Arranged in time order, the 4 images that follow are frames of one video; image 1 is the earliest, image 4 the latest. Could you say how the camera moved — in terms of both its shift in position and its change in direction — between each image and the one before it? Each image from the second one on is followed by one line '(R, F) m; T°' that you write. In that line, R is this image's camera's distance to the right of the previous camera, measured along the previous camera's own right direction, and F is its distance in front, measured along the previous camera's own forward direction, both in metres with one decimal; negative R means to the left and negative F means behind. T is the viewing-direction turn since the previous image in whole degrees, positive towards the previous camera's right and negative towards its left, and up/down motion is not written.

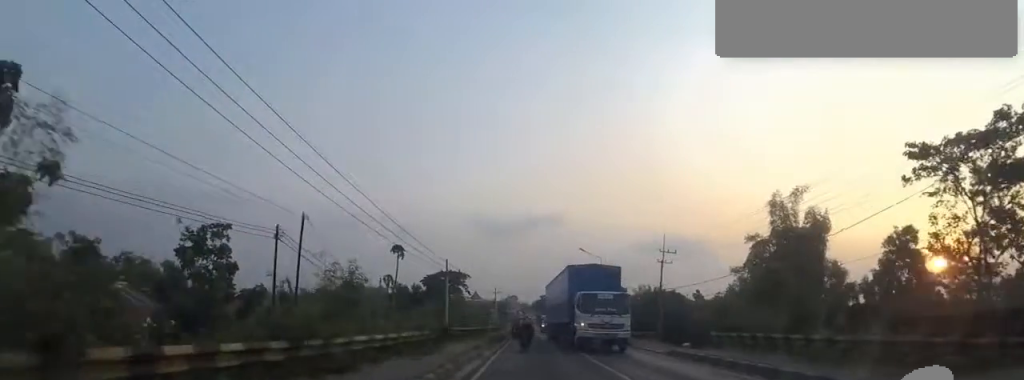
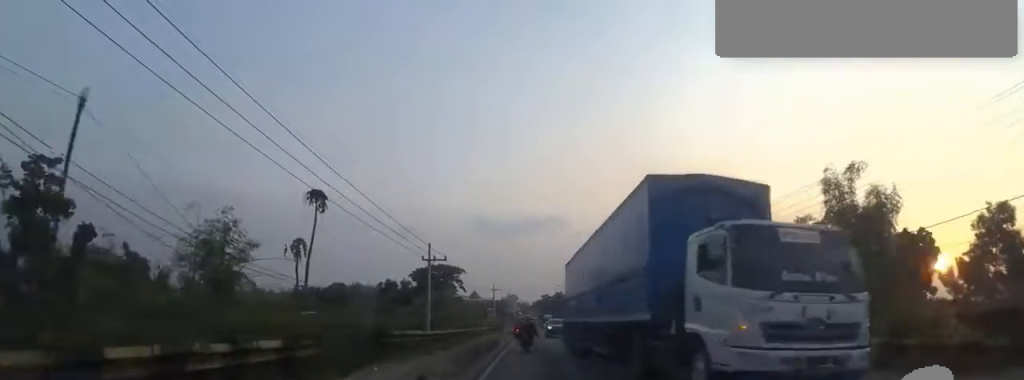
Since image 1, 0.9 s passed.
(+0.4, +9.5) m; +3°
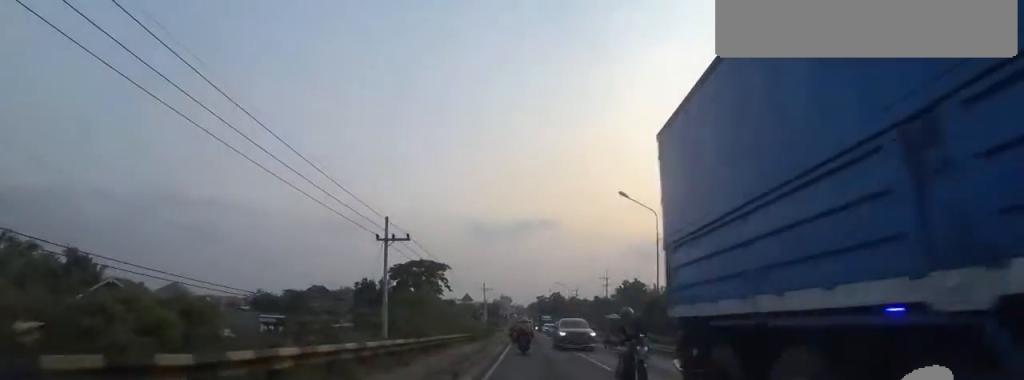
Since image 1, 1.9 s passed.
(+0.2, +10.6) m; +1°
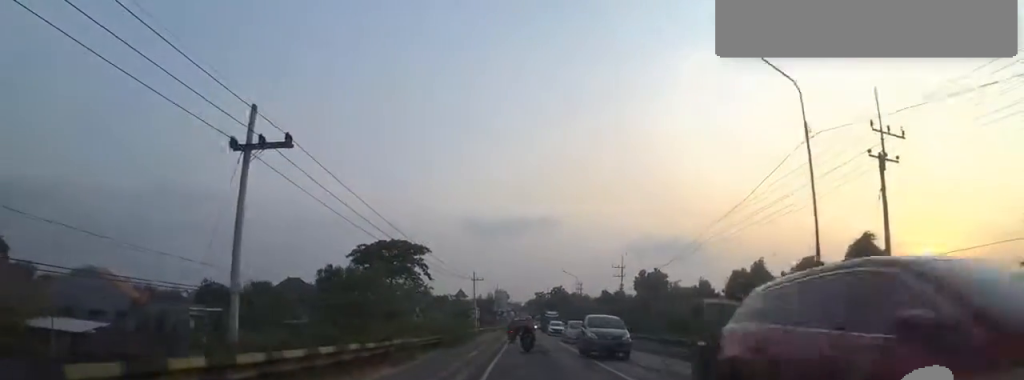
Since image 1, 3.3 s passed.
(+0.3, +14.1) m; 0°
